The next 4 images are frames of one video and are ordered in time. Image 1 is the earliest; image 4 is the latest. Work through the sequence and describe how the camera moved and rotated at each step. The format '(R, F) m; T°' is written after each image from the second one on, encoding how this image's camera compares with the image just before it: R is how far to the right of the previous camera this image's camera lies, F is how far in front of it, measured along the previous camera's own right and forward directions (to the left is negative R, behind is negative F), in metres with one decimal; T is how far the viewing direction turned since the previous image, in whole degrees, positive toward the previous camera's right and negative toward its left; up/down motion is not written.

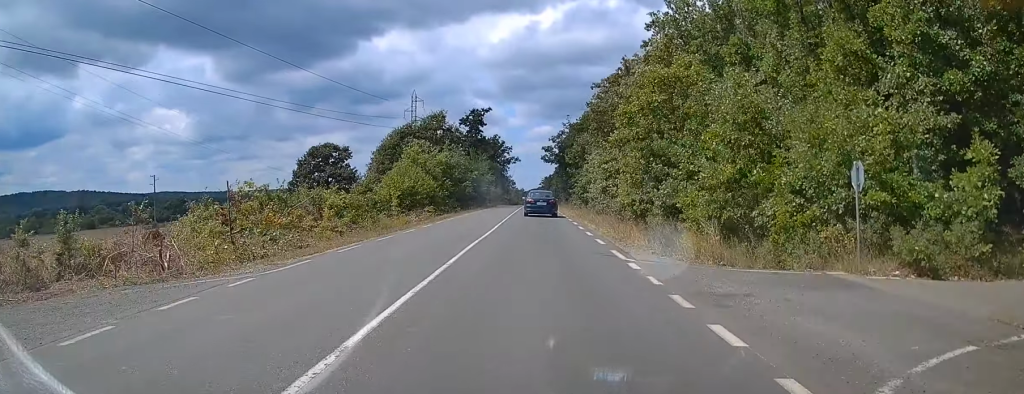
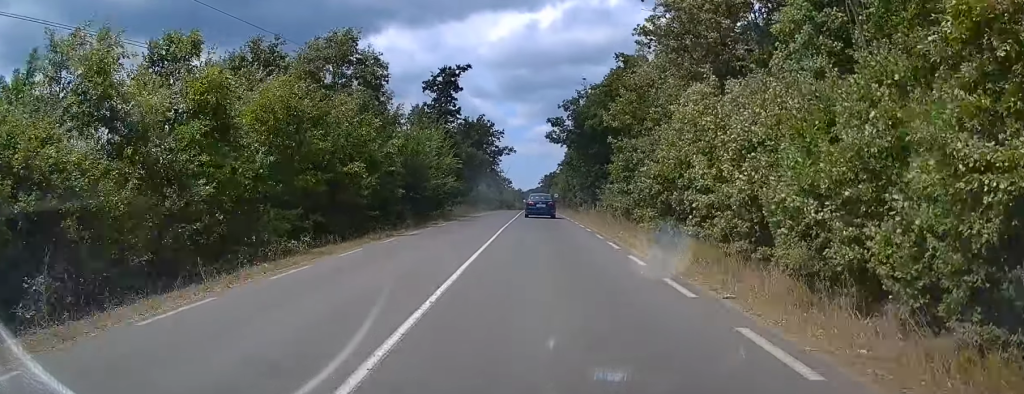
(-0.1, +41.1) m; 0°
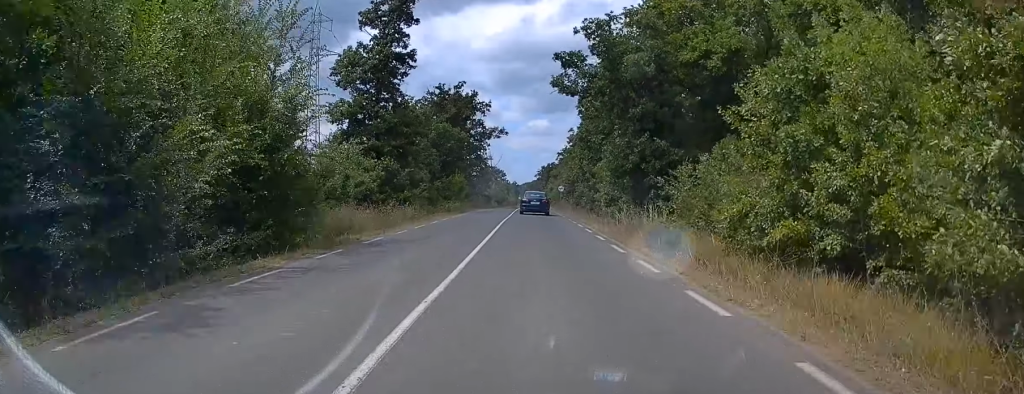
(-0.1, +29.6) m; 0°
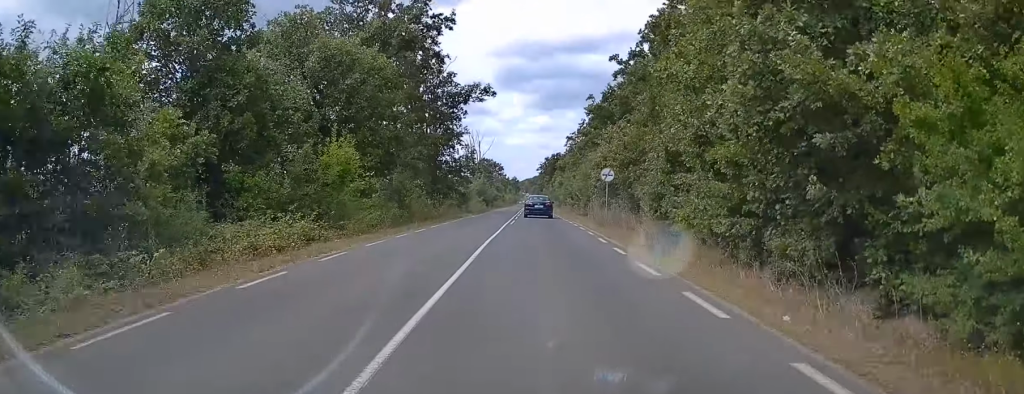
(+0.4, +44.0) m; 0°
